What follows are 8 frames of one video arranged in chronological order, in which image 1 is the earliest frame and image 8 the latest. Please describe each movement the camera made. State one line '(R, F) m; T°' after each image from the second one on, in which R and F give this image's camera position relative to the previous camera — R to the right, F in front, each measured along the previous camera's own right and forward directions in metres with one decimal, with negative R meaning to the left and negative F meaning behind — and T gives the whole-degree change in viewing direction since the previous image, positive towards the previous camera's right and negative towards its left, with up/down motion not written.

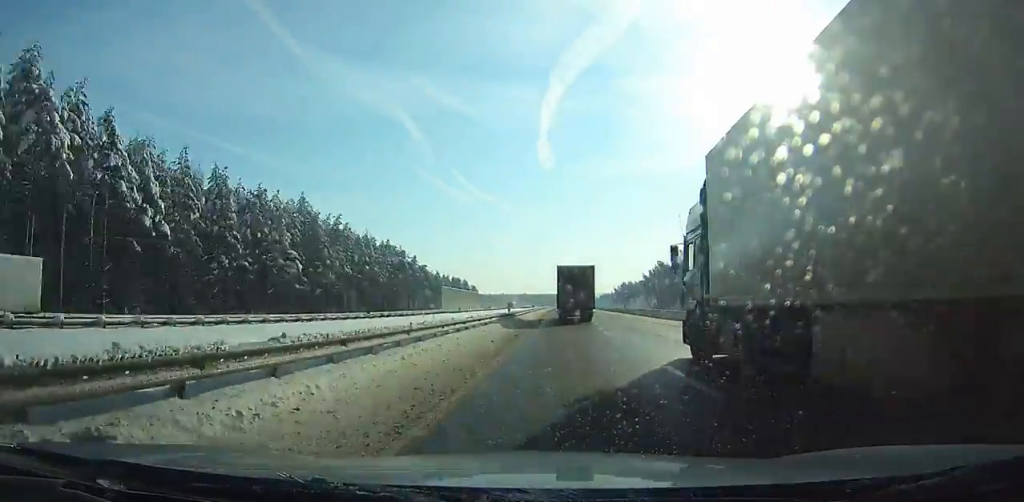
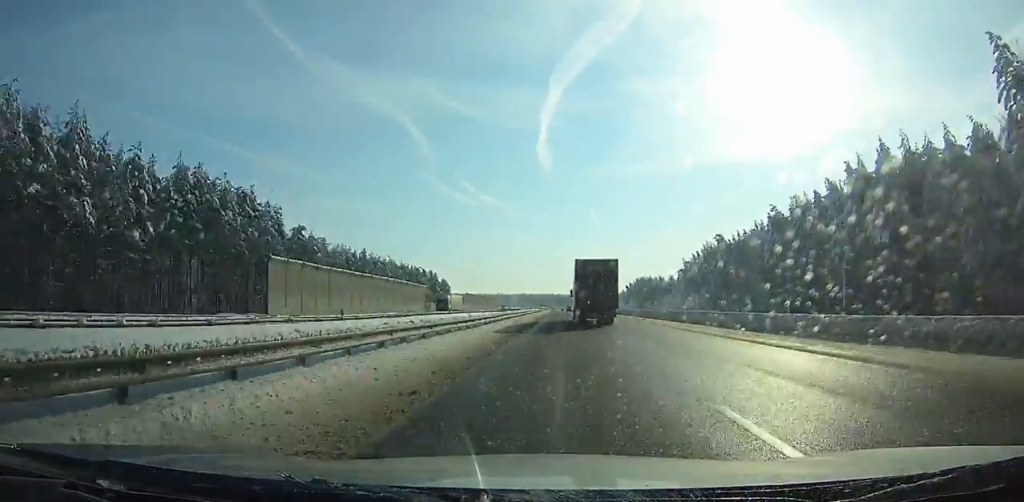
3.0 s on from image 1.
(0.0, +84.9) m; 0°
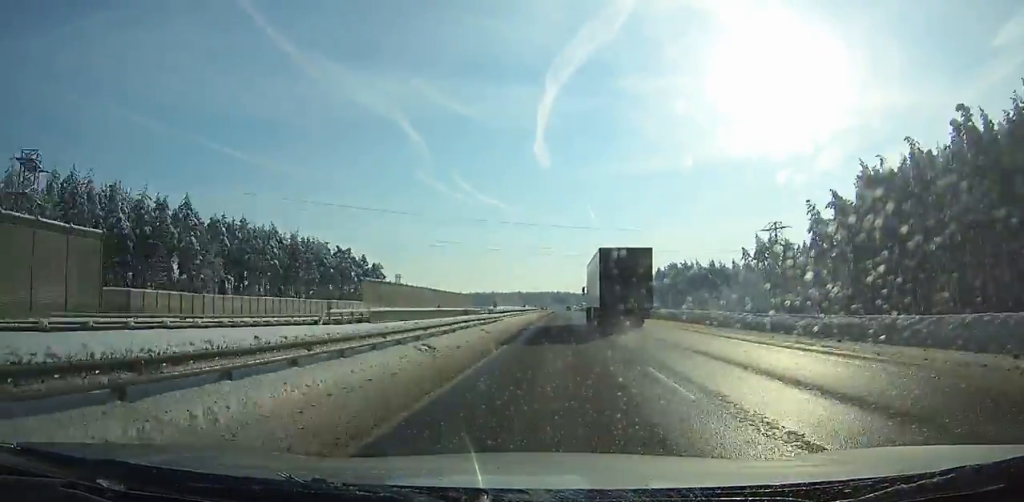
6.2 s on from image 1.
(-0.2, +91.3) m; 0°
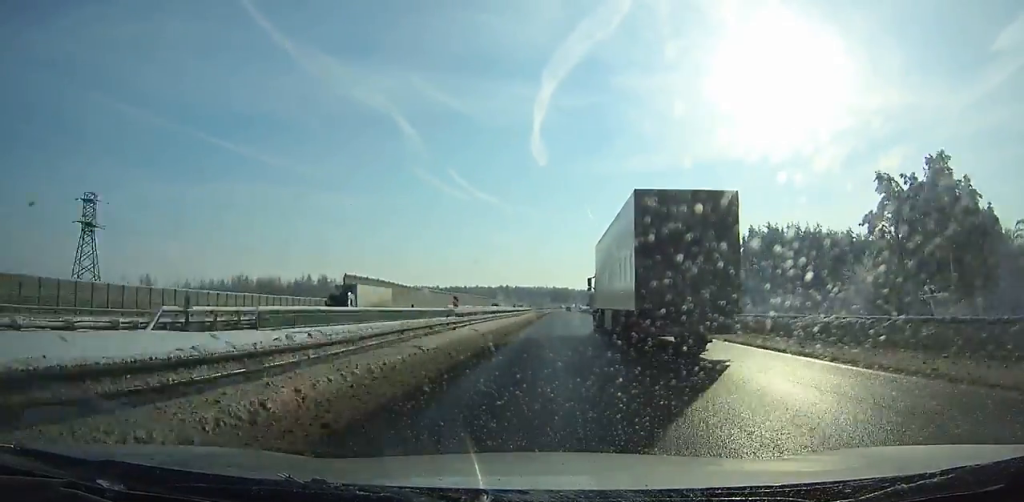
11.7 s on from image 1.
(-0.2, +159.6) m; 0°
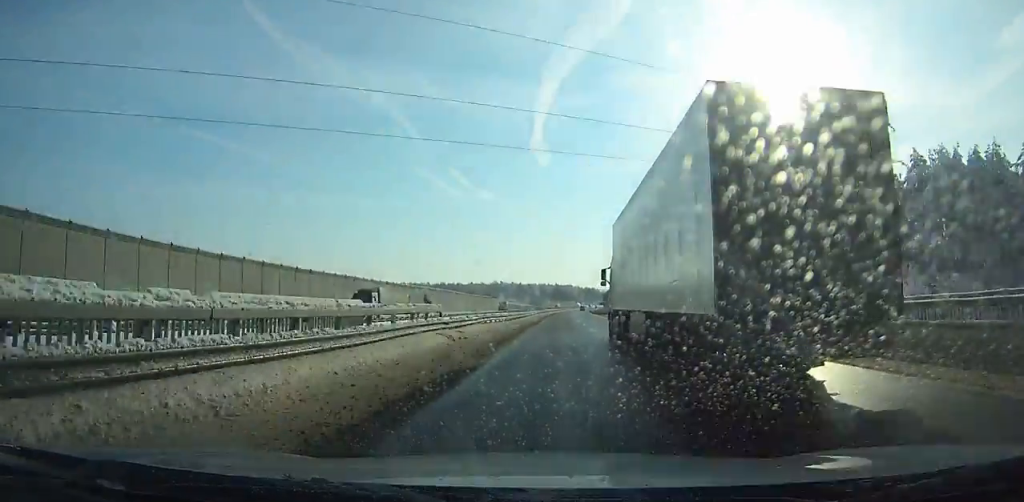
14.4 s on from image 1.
(+0.1, +80.1) m; +1°
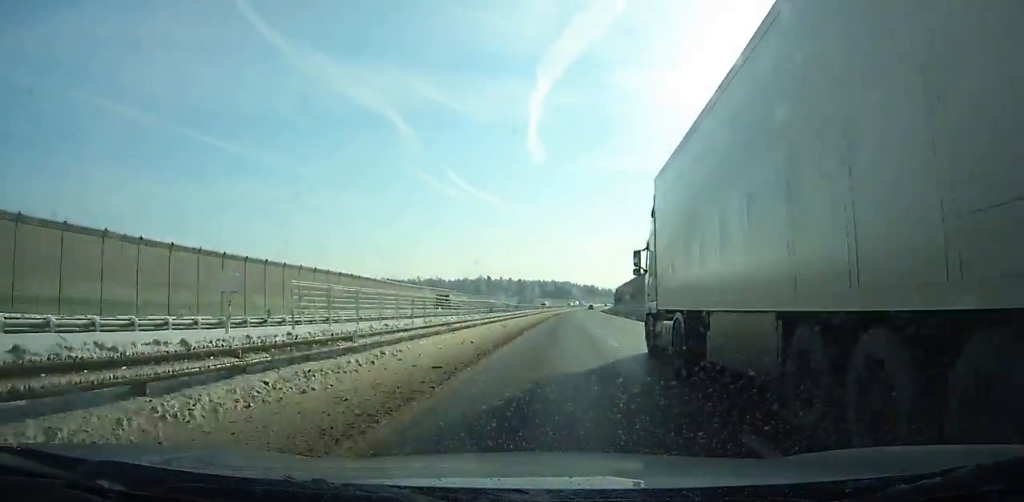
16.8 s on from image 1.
(+0.4, +72.3) m; +1°
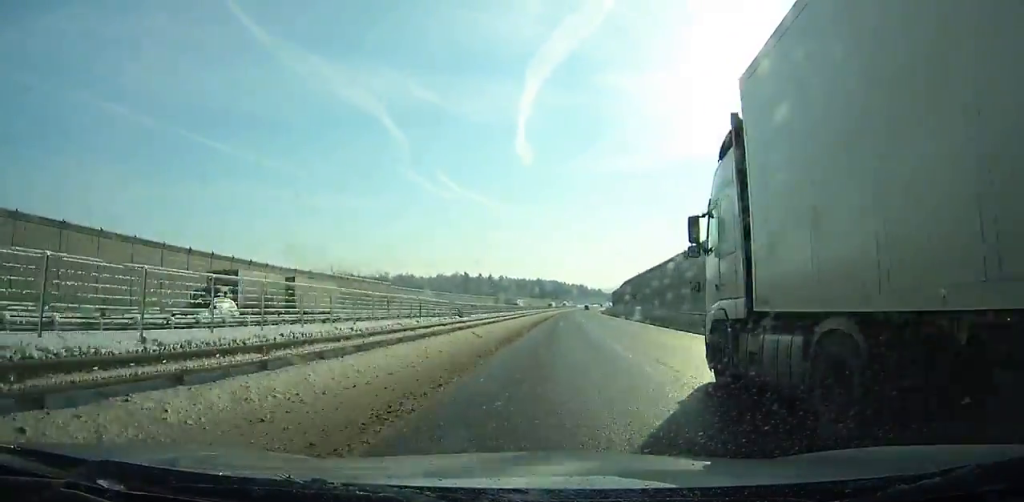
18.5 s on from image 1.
(+0.5, +51.8) m; +1°
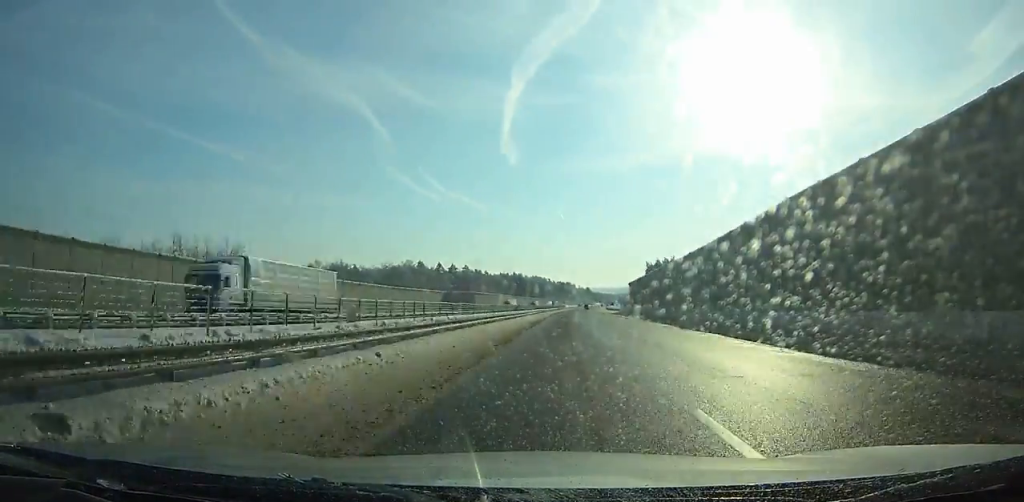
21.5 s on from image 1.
(+0.8, +92.4) m; +1°
